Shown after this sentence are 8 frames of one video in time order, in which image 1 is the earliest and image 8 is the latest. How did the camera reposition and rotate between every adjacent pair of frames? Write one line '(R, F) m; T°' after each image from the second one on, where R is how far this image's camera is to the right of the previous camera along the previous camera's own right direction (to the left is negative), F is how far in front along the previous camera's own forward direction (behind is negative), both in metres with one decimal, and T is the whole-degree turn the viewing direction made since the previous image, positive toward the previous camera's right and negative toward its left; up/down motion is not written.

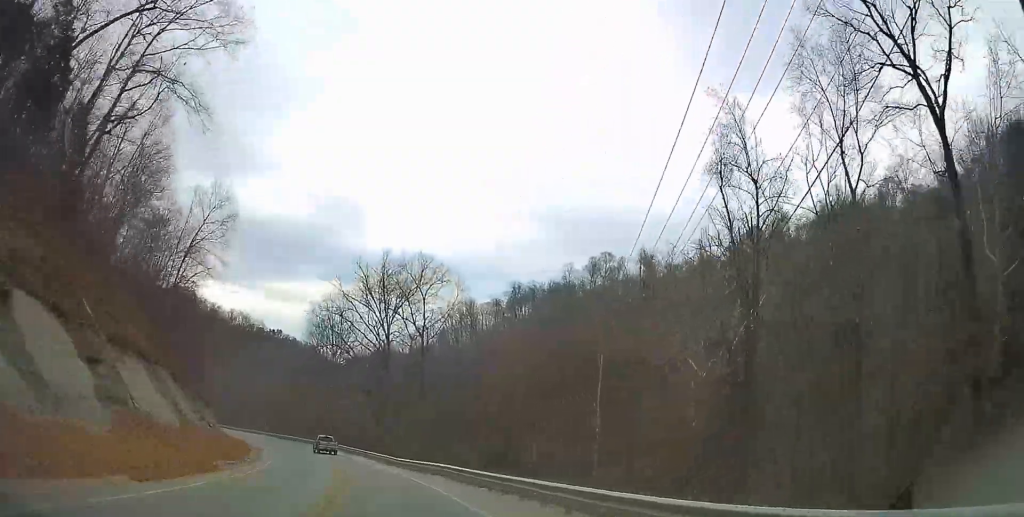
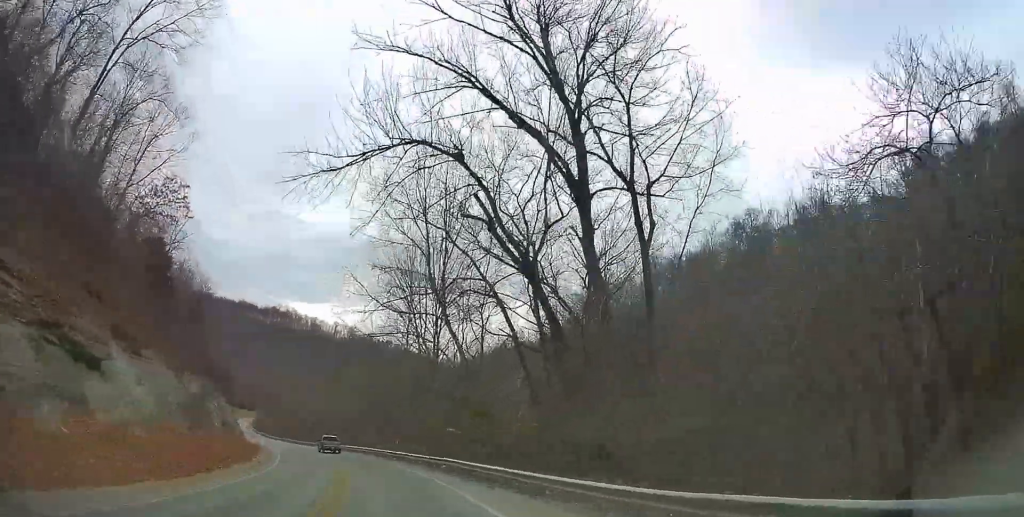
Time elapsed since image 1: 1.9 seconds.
(-3.8, +41.0) m; -11°
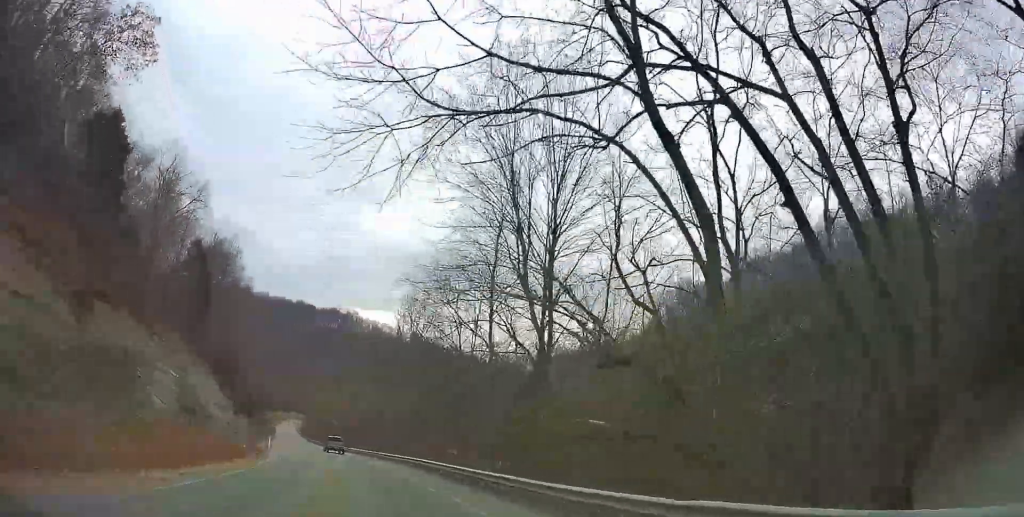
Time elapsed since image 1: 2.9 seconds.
(-1.8, +23.4) m; -7°
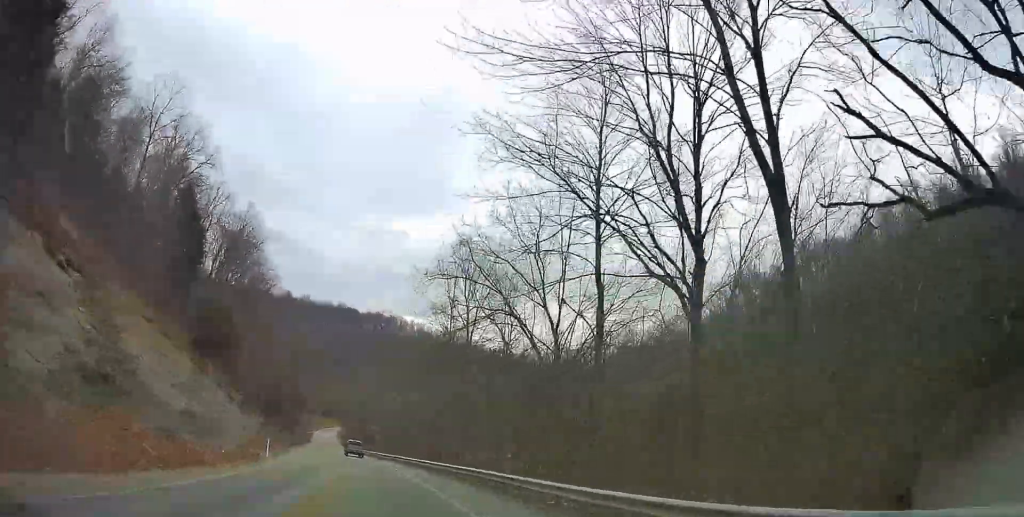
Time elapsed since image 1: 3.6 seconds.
(-0.6, +15.5) m; -5°
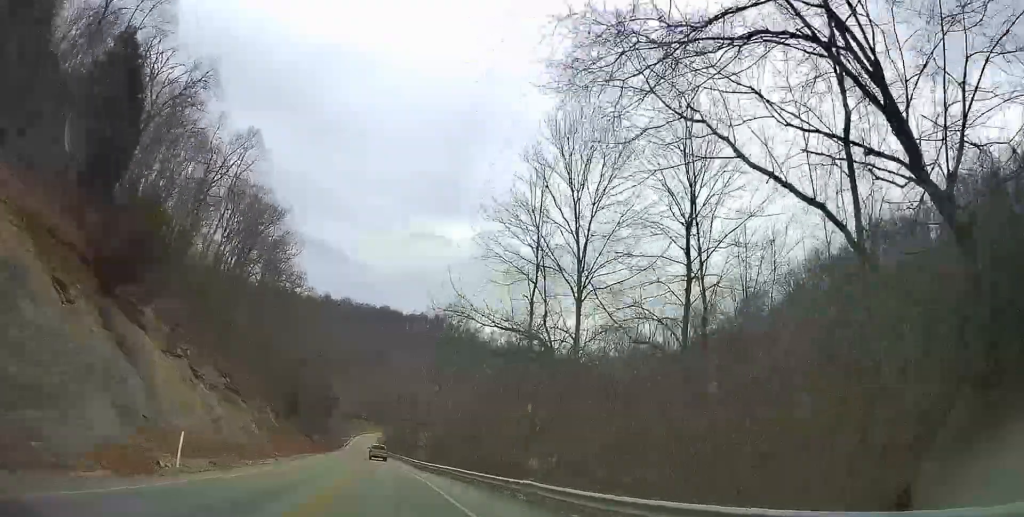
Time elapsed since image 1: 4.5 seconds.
(-0.5, +21.1) m; -5°
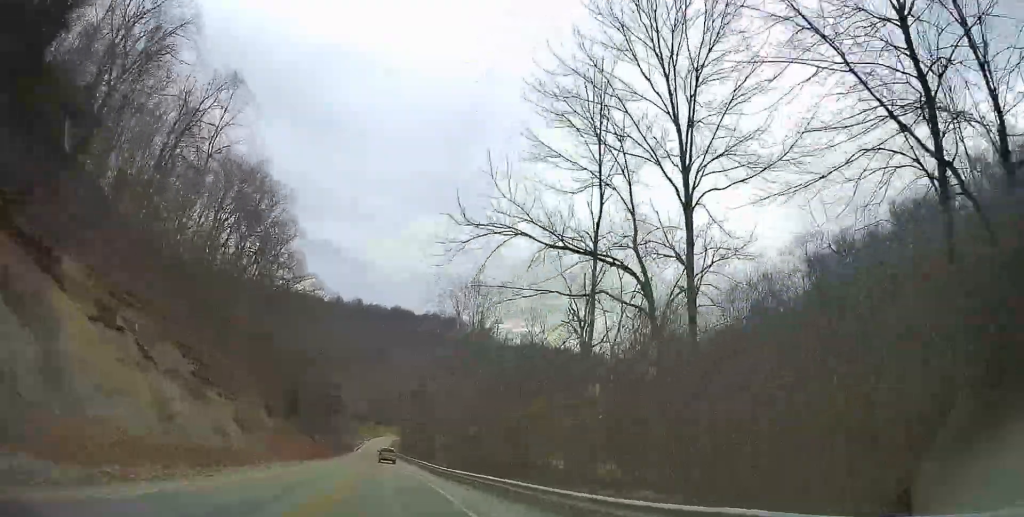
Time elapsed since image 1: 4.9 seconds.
(-1.0, +10.2) m; -1°
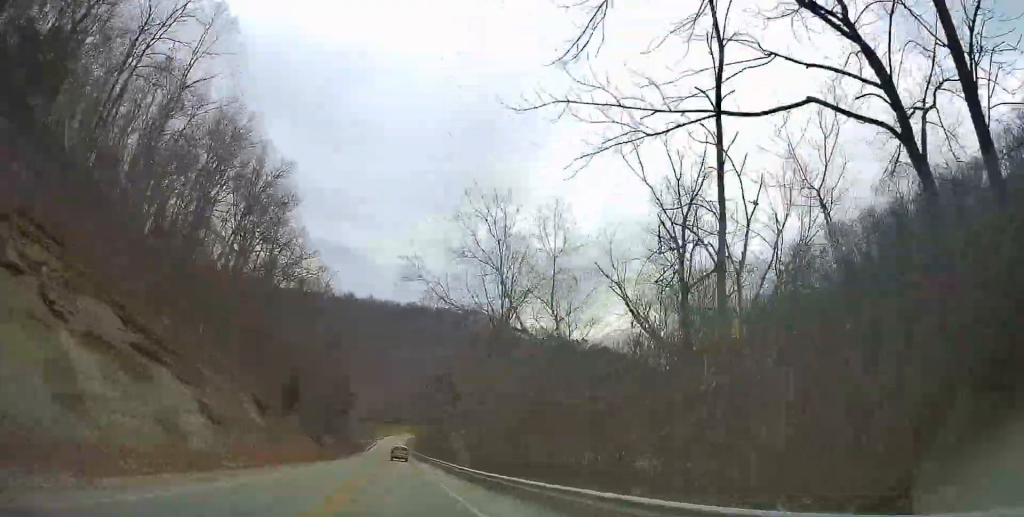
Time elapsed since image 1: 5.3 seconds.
(-0.5, +10.2) m; -1°
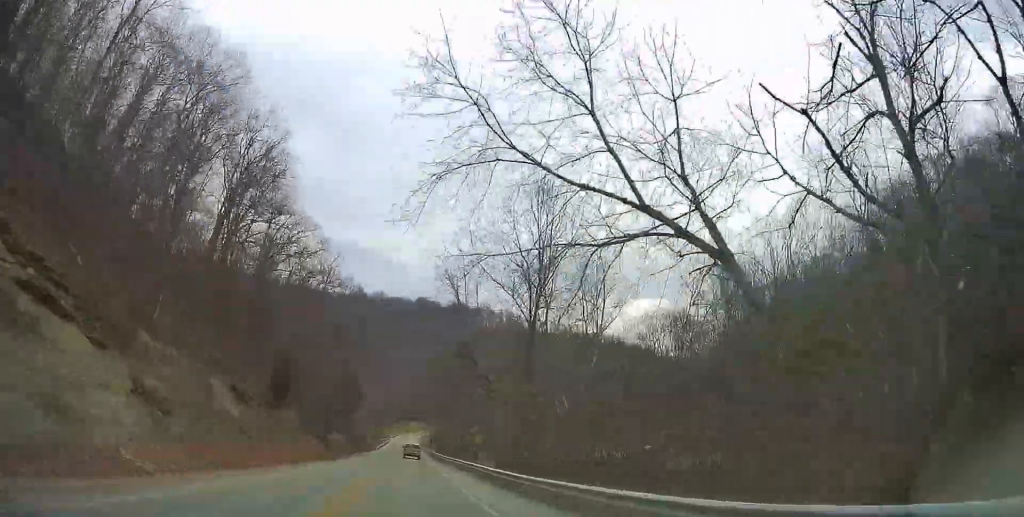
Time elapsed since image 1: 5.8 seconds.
(+0.7, +10.3) m; 0°
